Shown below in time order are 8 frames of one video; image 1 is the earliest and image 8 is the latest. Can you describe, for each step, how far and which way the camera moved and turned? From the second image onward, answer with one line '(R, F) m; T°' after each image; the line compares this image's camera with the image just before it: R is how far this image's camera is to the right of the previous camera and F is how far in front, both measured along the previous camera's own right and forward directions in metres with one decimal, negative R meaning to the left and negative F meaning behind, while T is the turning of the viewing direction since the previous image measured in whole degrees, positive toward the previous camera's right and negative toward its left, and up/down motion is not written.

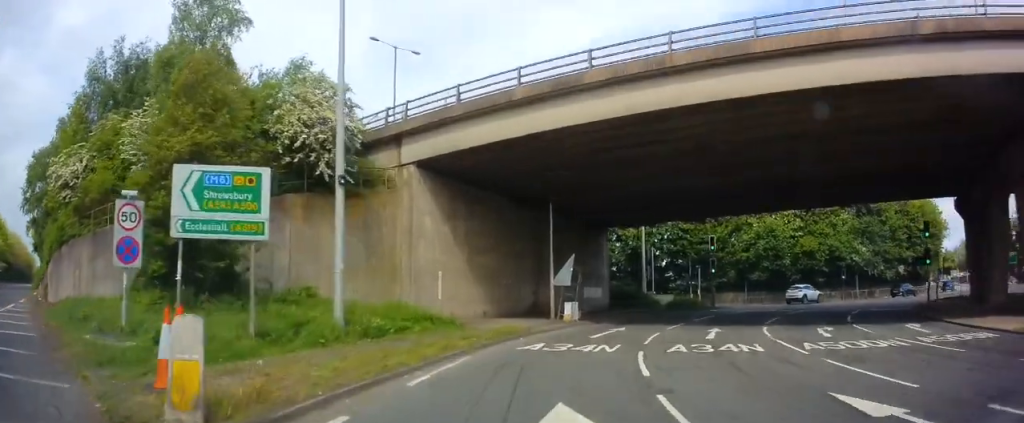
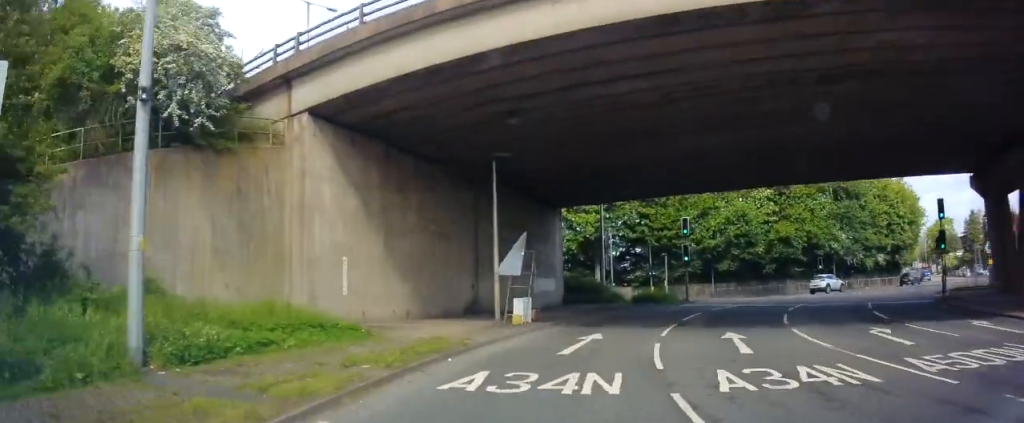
(+0.2, +6.2) m; +5°
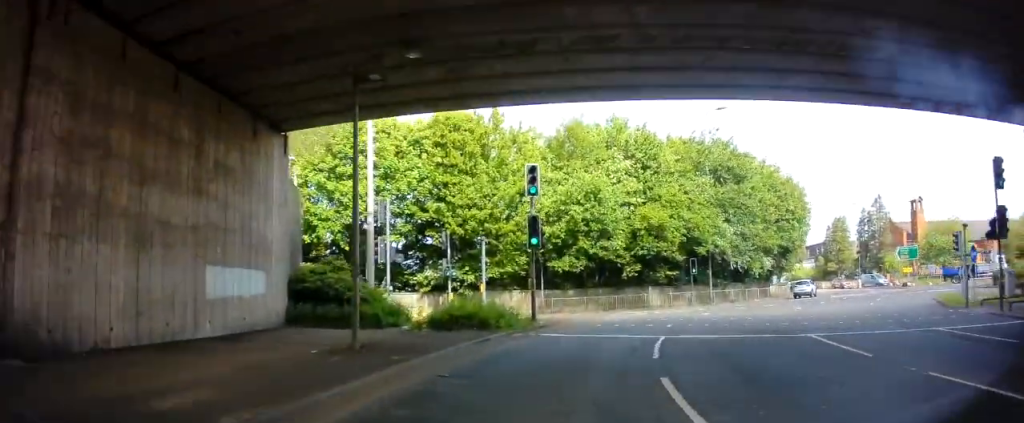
(+2.2, +16.3) m; +15°
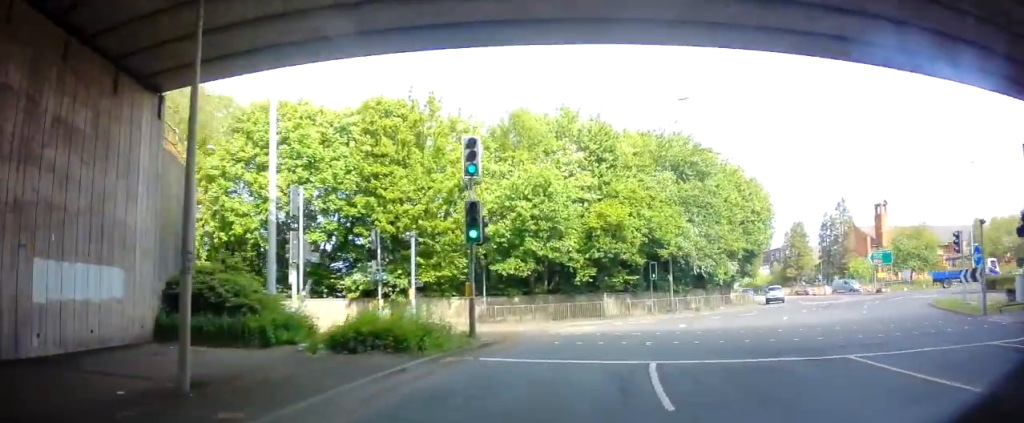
(+0.2, +3.9) m; +3°
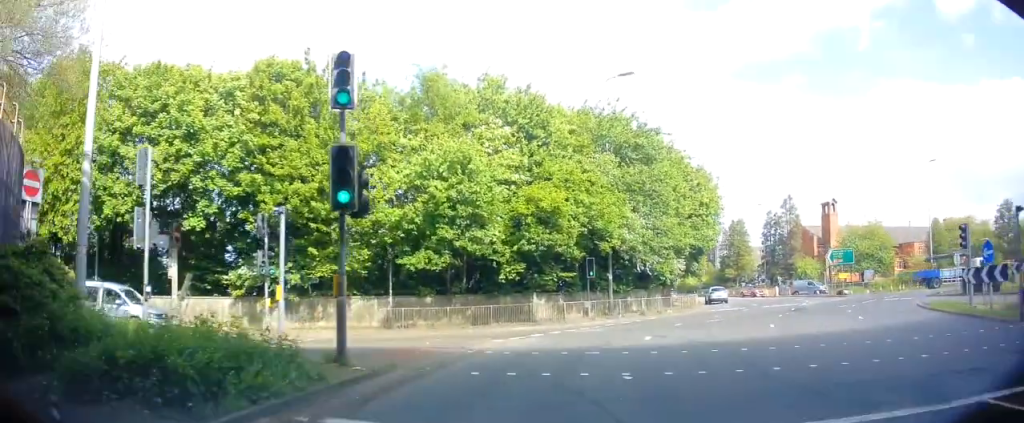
(+0.2, +5.1) m; +4°
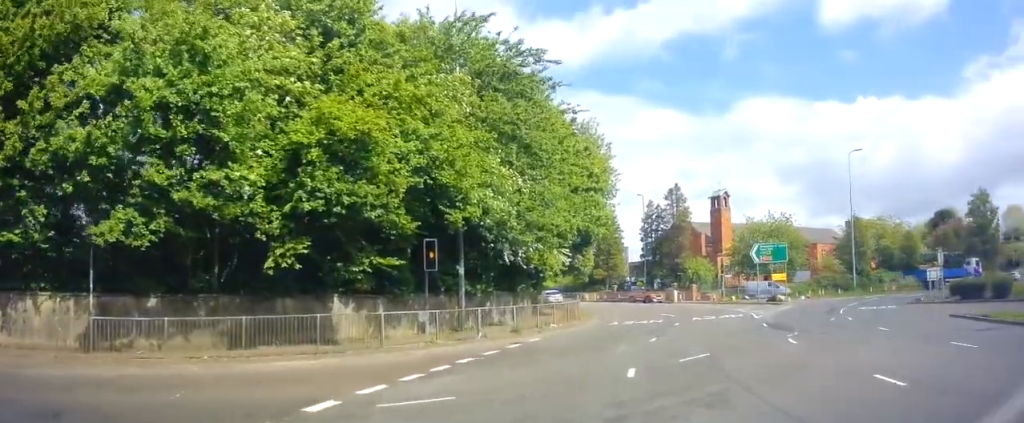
(+1.2, +11.6) m; +19°
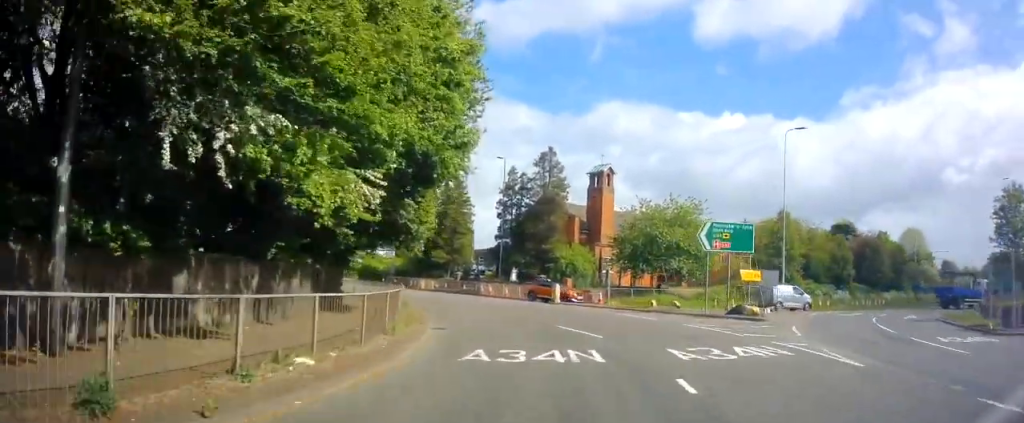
(+3.7, +14.2) m; +22°
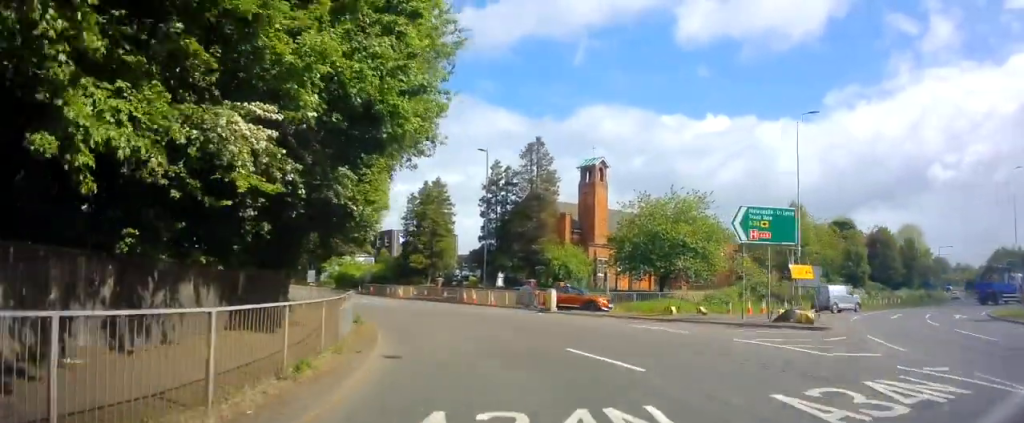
(+0.3, +5.3) m; 0°
